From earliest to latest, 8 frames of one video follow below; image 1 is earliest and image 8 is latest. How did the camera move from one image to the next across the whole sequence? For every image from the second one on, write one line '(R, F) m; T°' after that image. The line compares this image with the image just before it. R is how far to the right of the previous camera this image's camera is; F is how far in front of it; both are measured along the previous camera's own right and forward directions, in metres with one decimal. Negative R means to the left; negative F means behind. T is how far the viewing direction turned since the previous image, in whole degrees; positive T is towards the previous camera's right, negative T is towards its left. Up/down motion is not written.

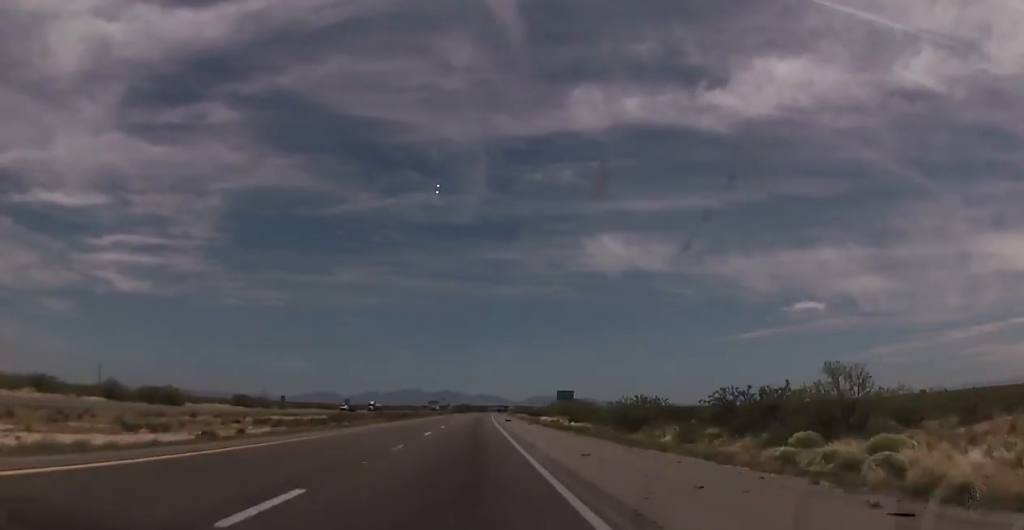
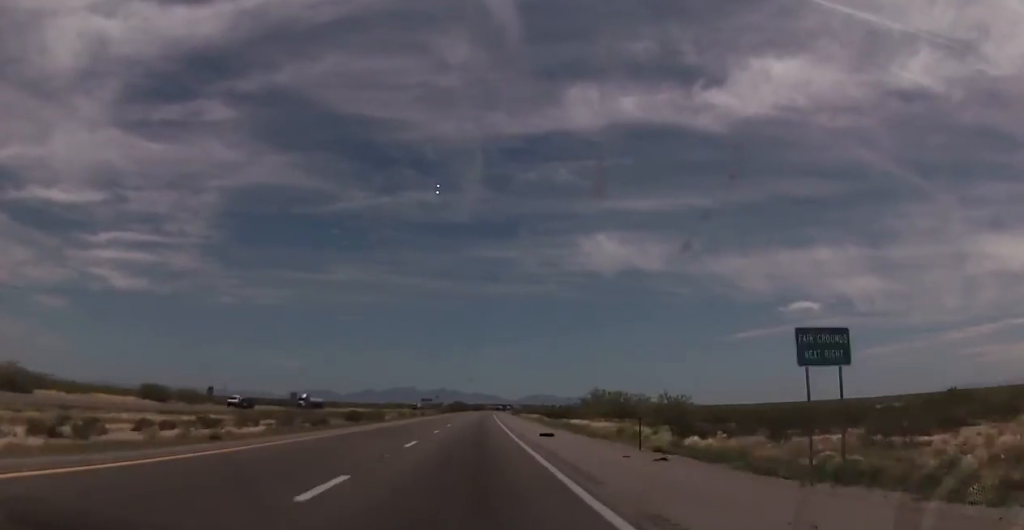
(-0.4, +46.9) m; 0°
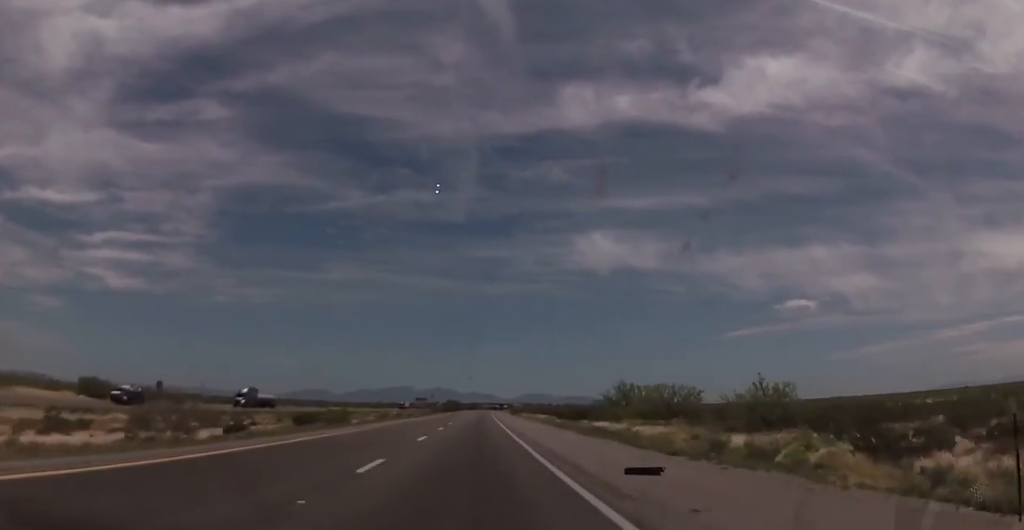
(+0.3, +20.5) m; +1°
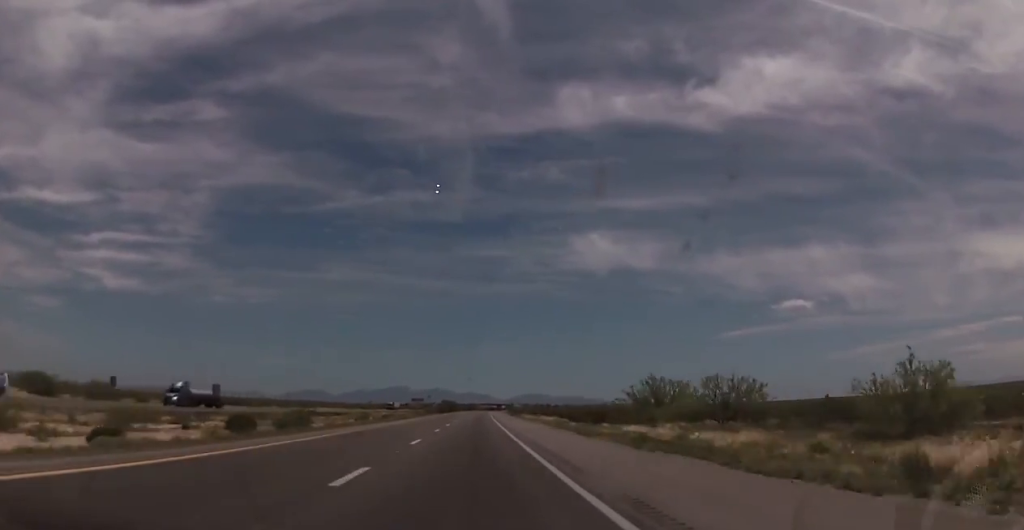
(+0.1, +14.5) m; 0°
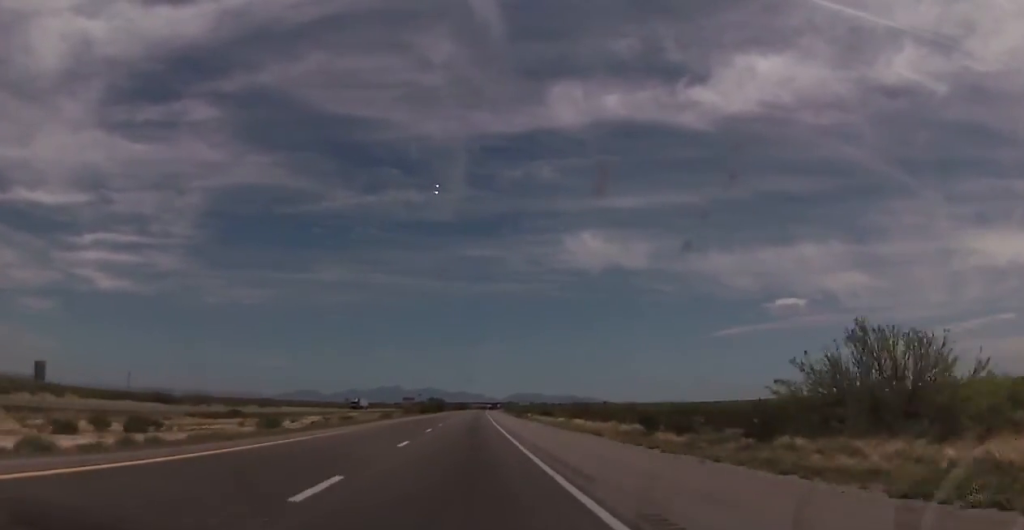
(+0.1, +38.5) m; +1°
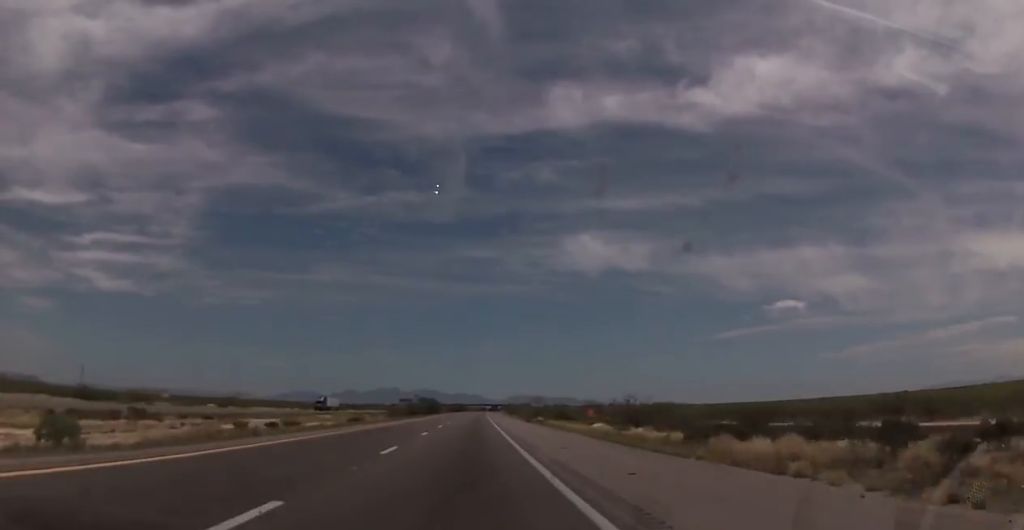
(+0.3, +27.6) m; +1°
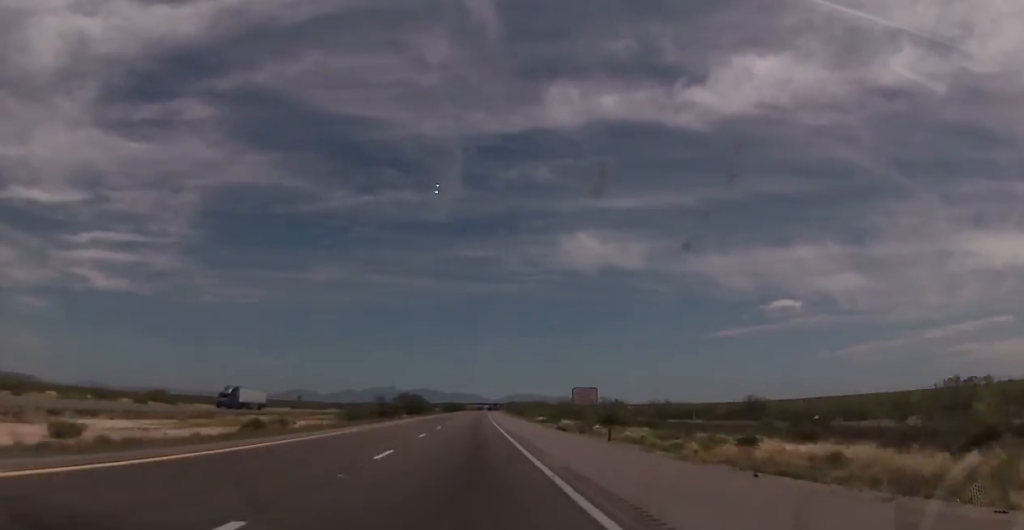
(0.0, +38.4) m; 0°
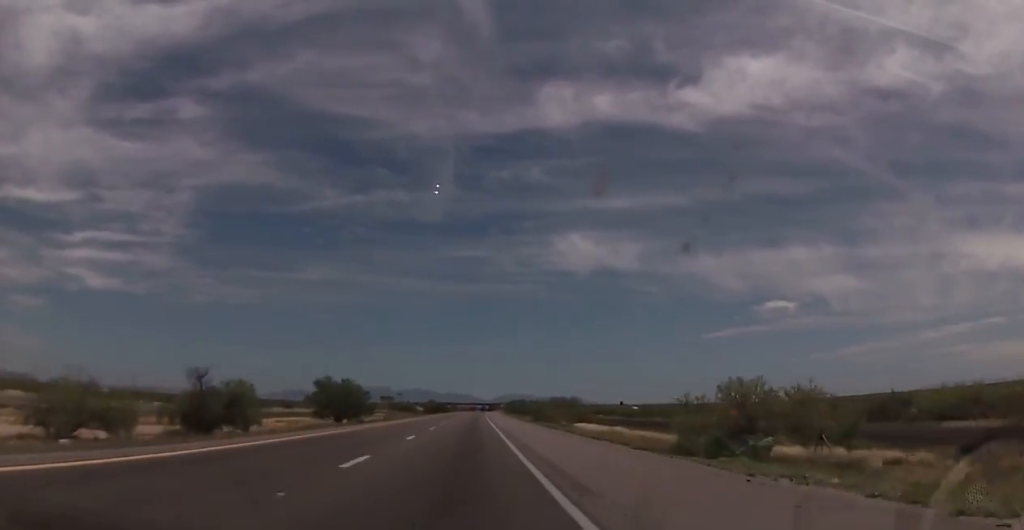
(0.0, +63.6) m; 0°
